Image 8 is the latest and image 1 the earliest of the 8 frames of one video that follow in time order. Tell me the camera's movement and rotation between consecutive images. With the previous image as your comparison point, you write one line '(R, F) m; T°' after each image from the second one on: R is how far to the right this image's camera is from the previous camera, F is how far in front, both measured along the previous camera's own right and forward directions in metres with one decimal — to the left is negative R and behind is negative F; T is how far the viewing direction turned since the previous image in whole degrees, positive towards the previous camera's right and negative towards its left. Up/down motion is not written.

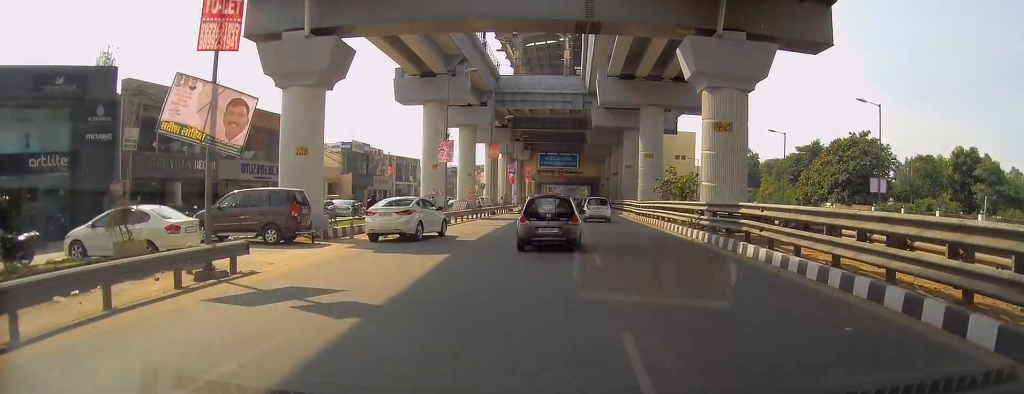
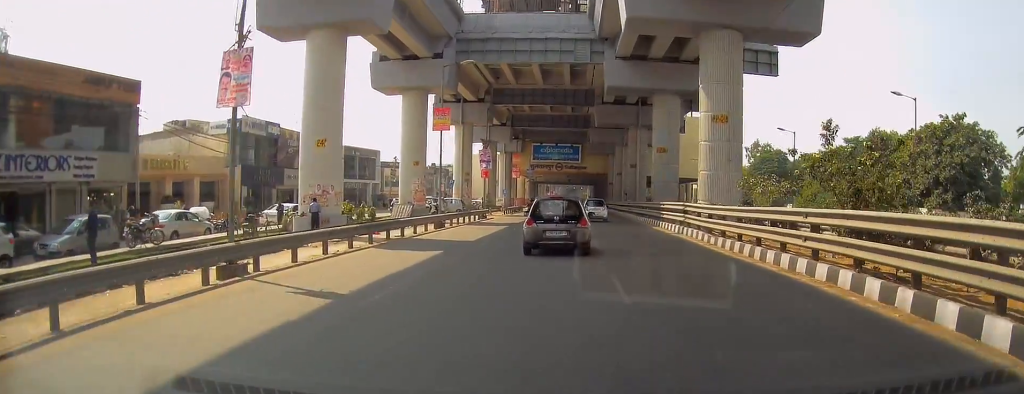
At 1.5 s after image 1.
(-0.2, +21.5) m; 0°
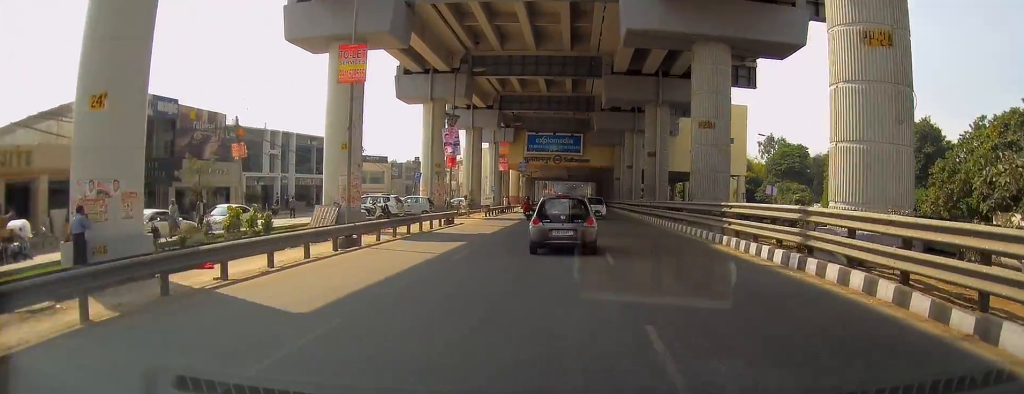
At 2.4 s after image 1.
(+0.2, +13.0) m; +1°
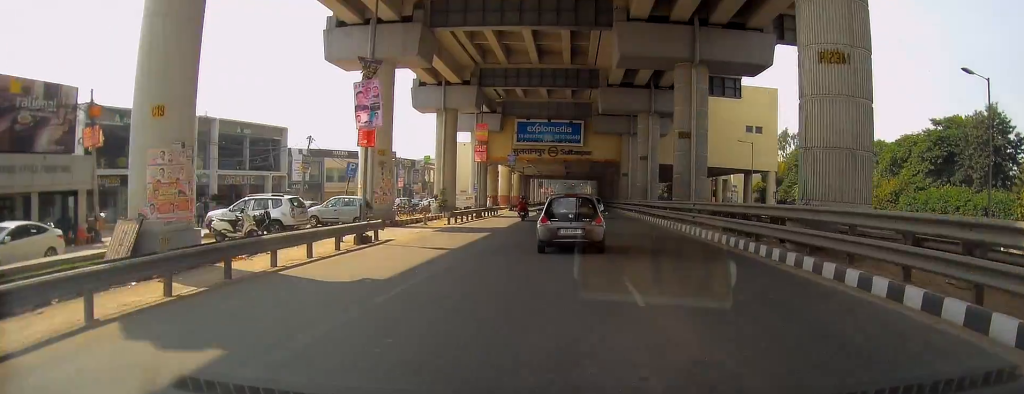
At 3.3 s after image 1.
(+0.1, +13.6) m; -1°
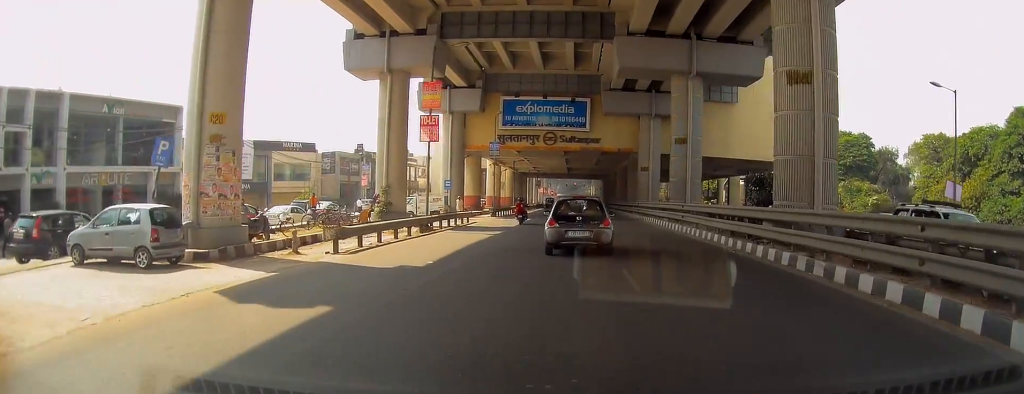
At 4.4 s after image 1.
(-0.4, +16.2) m; -2°
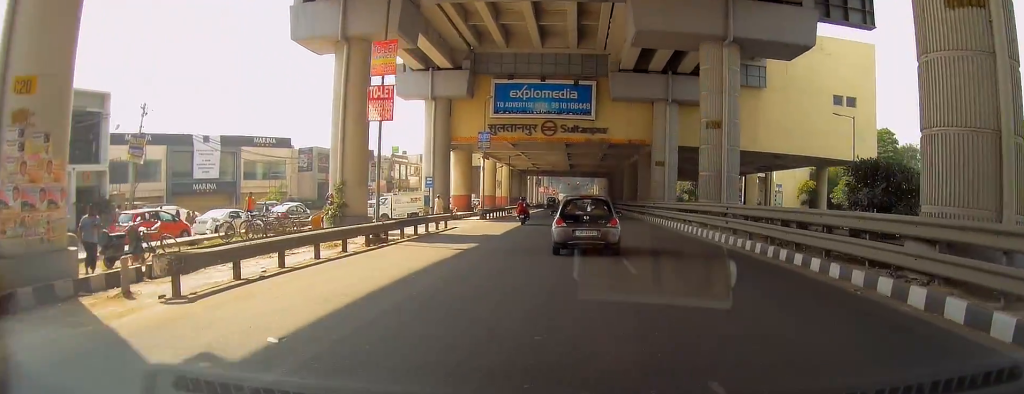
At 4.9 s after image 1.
(-0.1, +7.4) m; 0°
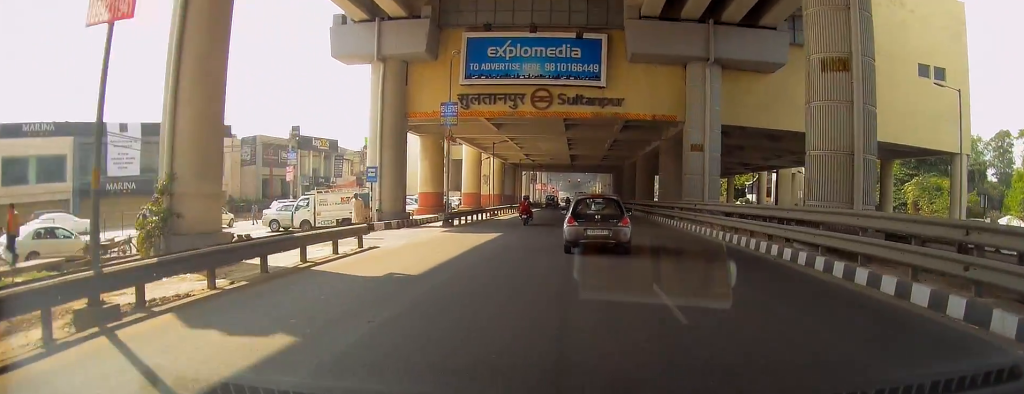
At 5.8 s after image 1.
(+0.1, +13.0) m; 0°
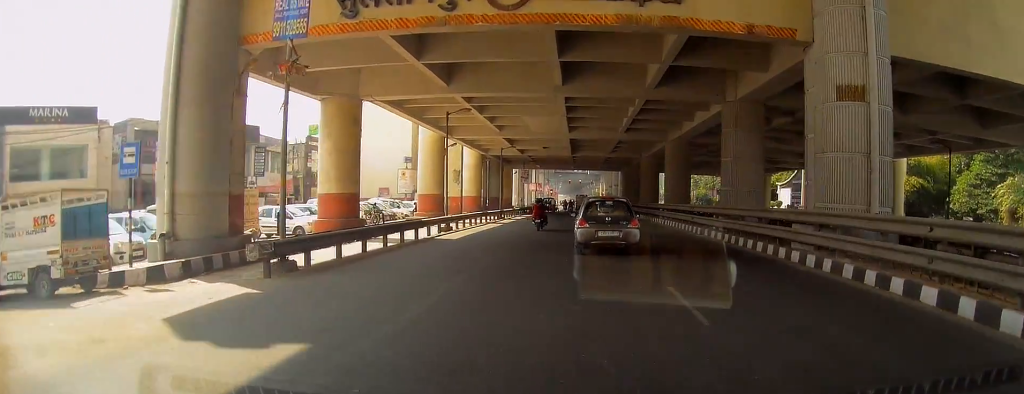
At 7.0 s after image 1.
(-0.1, +17.9) m; 0°
